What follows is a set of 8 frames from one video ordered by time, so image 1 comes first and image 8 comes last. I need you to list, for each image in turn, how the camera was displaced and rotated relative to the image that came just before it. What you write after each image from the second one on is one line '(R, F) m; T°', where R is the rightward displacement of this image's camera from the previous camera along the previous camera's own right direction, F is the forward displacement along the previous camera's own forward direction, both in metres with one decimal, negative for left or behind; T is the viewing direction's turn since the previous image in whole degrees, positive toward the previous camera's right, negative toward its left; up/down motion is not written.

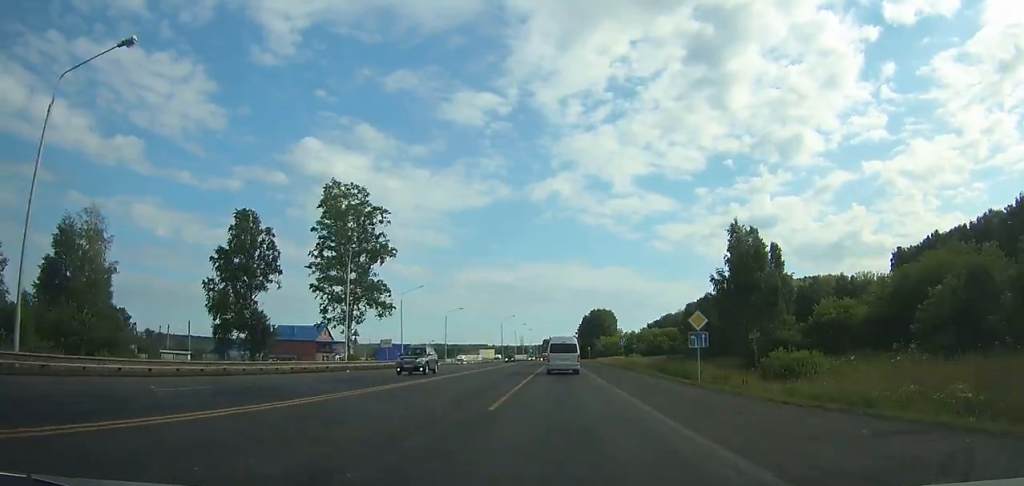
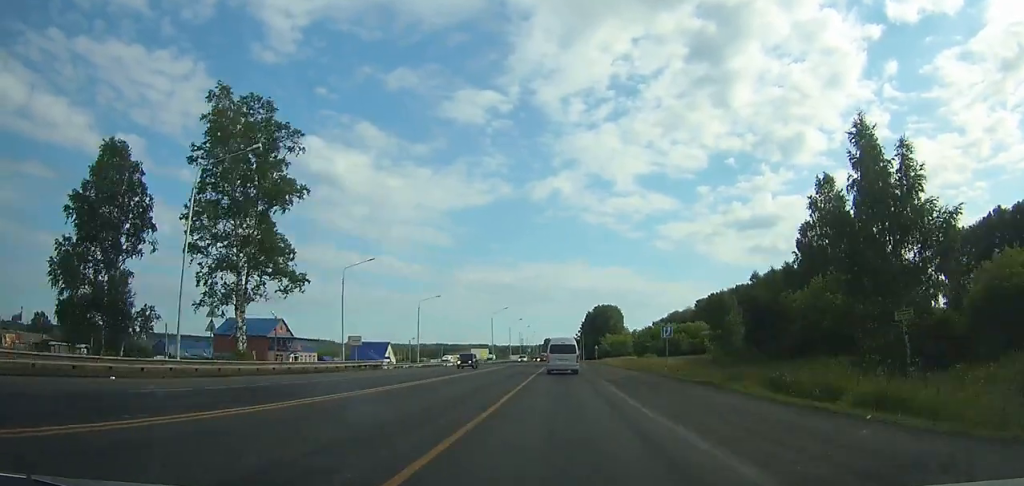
(0.0, +24.8) m; 0°
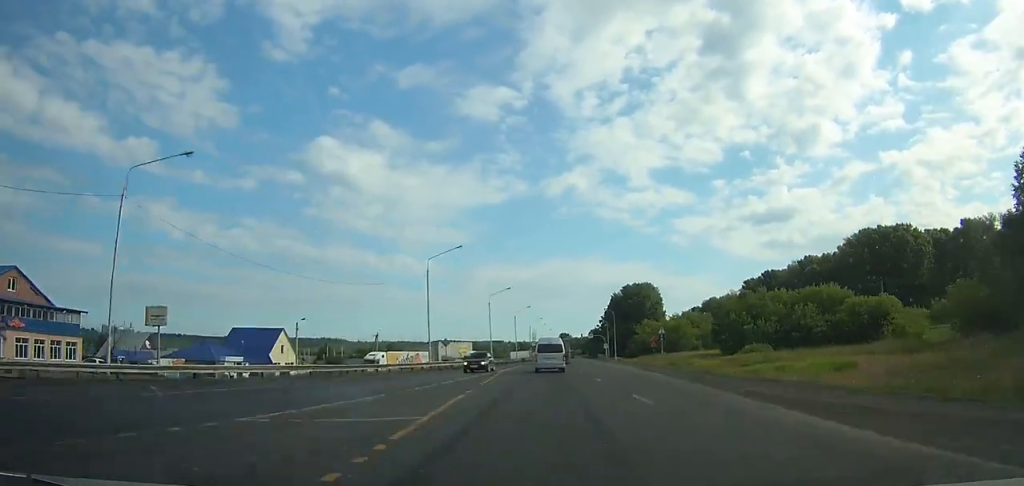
(-0.7, +70.9) m; -1°
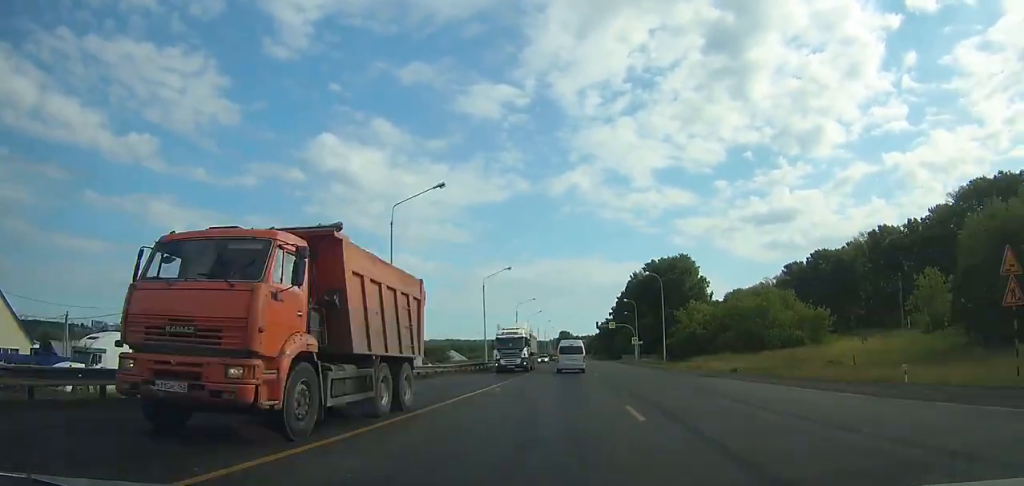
(-0.5, +56.5) m; 0°
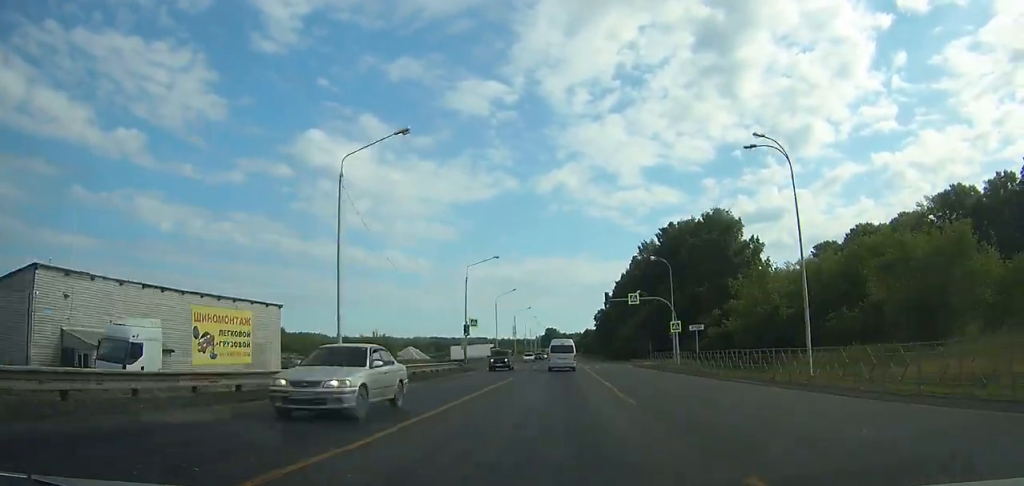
(+0.2, +43.5) m; +1°
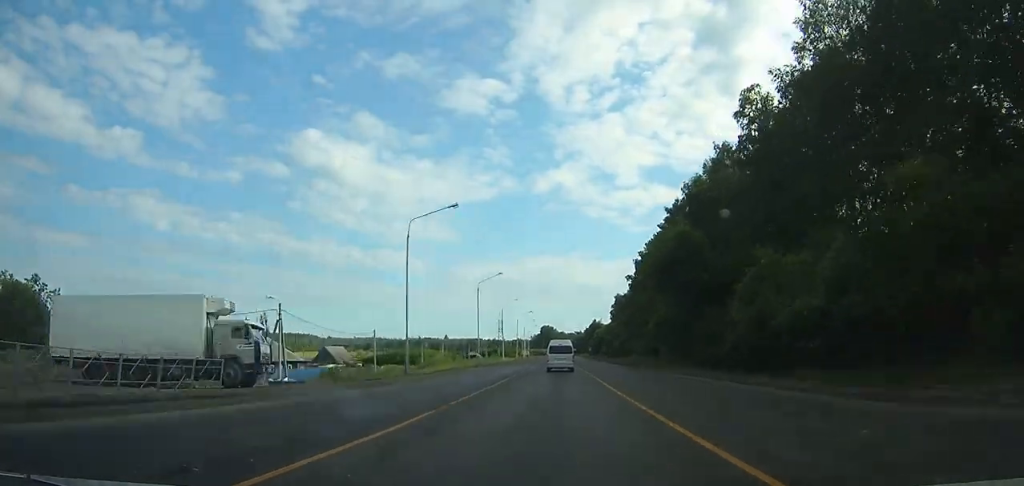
(+0.6, +89.9) m; 0°
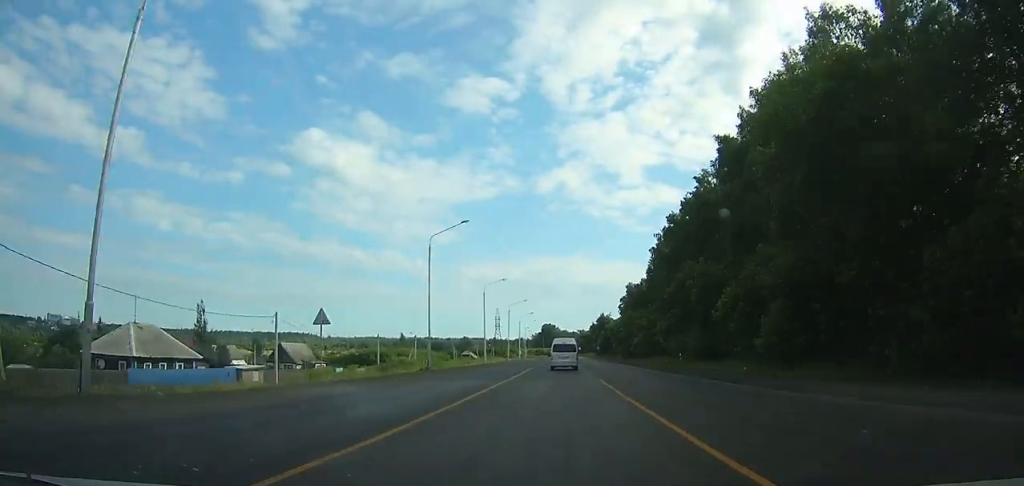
(0.0, +29.0) m; 0°
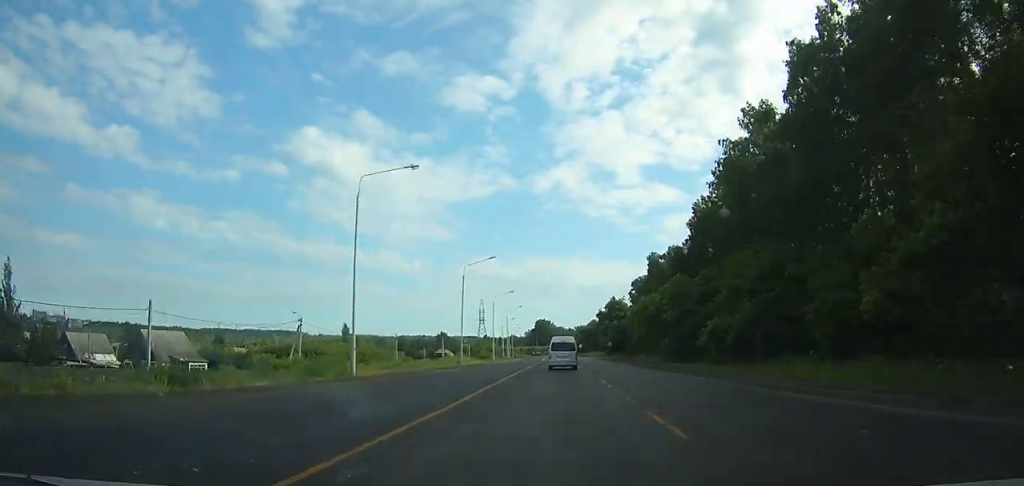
(0.0, +50.3) m; 0°
